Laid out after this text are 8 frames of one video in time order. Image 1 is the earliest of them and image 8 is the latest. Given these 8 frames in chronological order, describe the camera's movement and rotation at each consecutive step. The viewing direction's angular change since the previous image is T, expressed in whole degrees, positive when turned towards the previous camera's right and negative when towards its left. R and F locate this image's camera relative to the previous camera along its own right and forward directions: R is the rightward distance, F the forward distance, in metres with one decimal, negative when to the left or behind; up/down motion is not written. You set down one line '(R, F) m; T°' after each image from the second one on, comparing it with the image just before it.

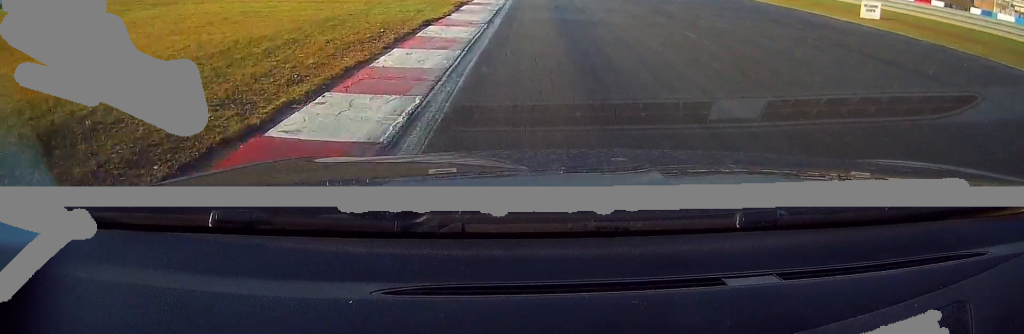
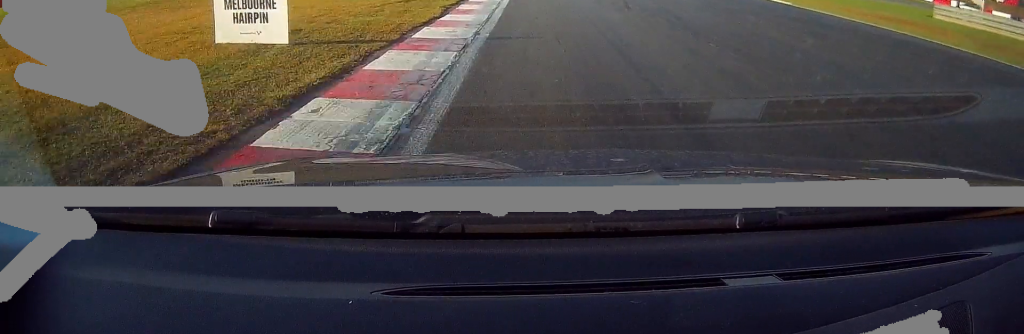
(0.0, +19.7) m; 0°
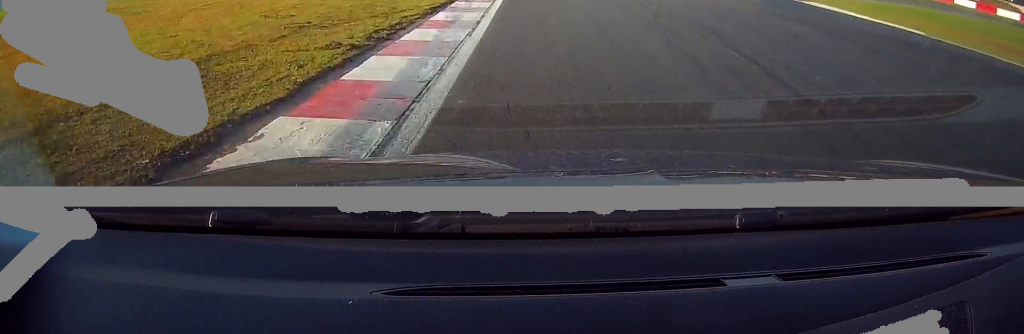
(+0.1, +13.7) m; +1°
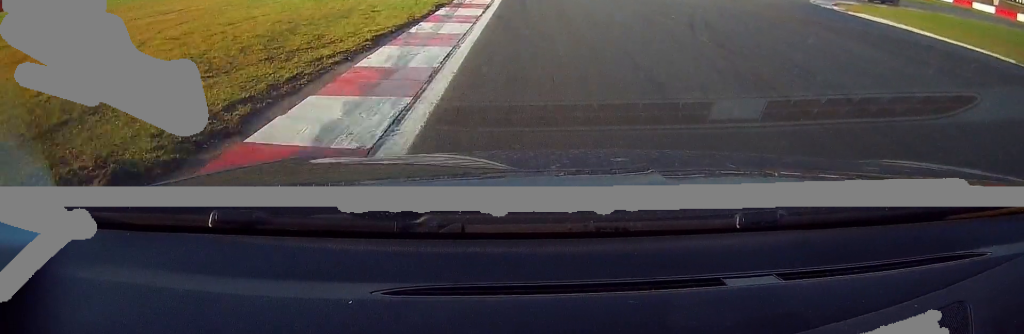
(0.0, +5.7) m; +1°
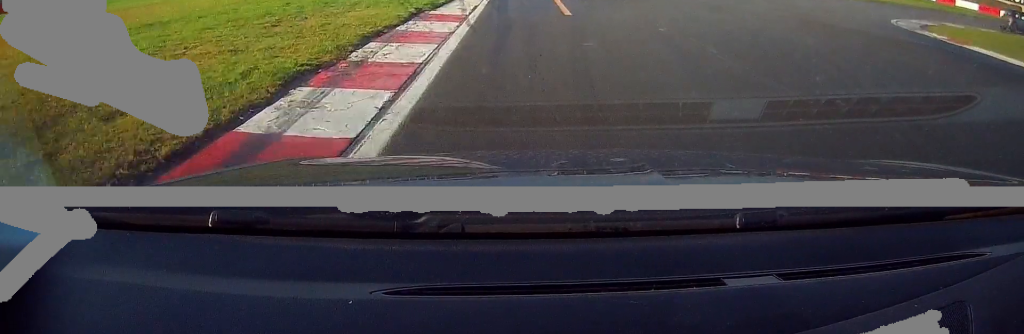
(0.0, +9.7) m; +2°
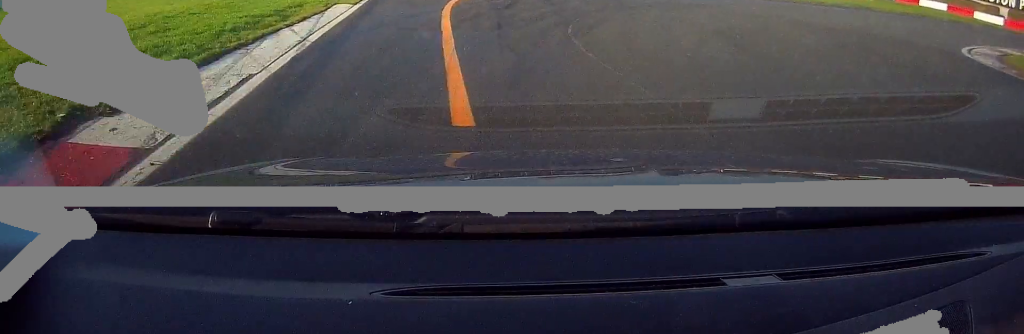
(+0.4, +10.3) m; +7°
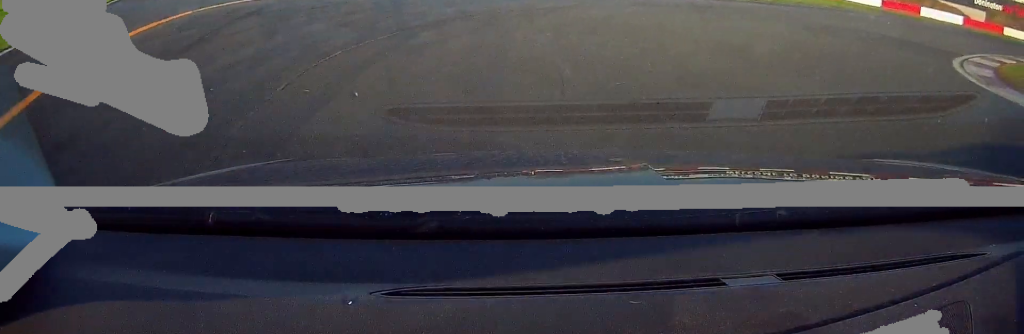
(+0.6, +8.0) m; +14°
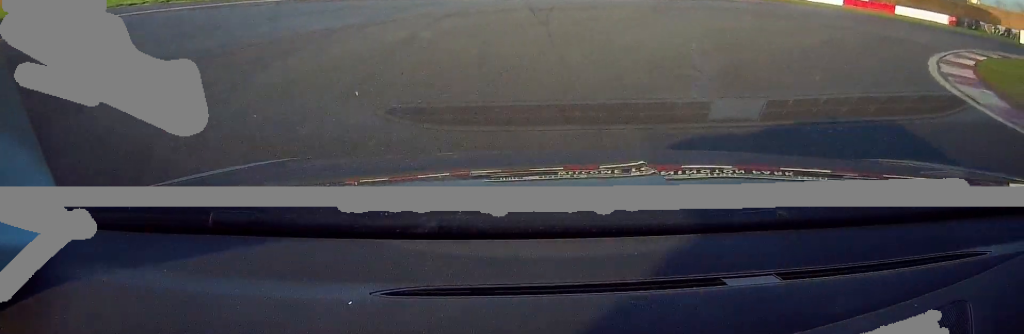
(-0.3, +5.5) m; +13°
